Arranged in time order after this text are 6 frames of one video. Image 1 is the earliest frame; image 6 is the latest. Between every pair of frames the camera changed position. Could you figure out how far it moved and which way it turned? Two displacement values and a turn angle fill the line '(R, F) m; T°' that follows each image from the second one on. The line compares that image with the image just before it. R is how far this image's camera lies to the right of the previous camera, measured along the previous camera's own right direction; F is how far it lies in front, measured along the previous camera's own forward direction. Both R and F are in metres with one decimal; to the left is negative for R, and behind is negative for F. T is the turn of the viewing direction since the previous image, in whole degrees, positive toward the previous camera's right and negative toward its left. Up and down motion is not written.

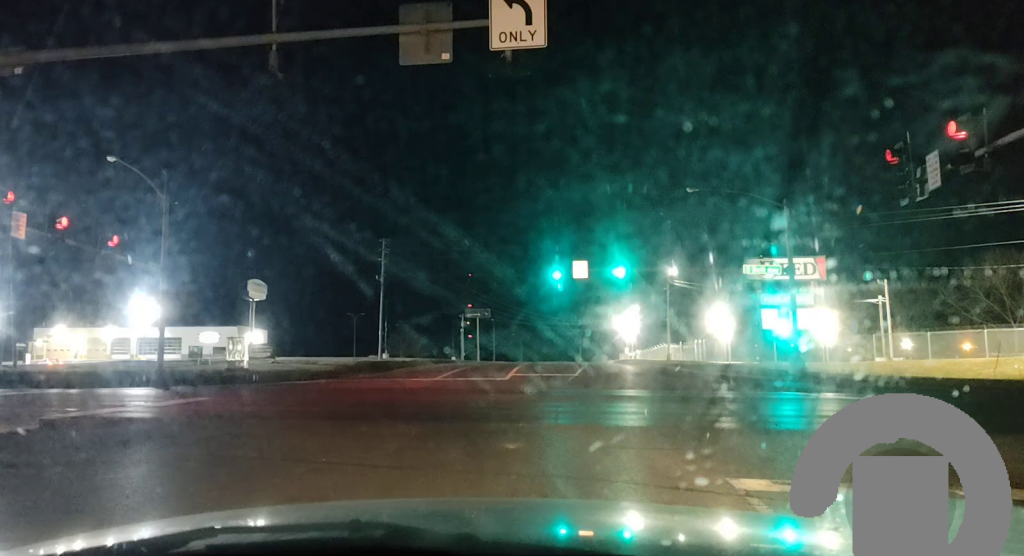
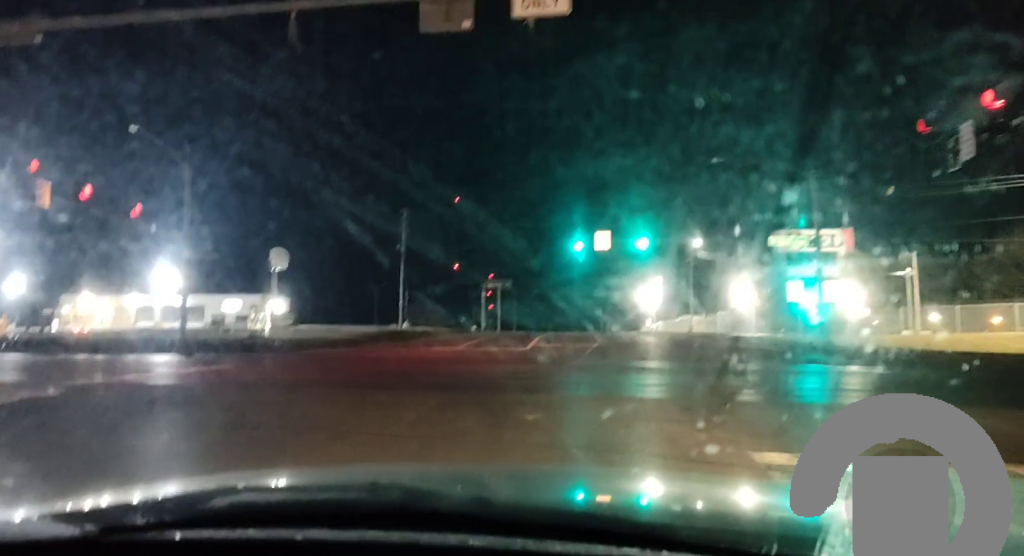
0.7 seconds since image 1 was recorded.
(+0.1, +0.5) m; 0°
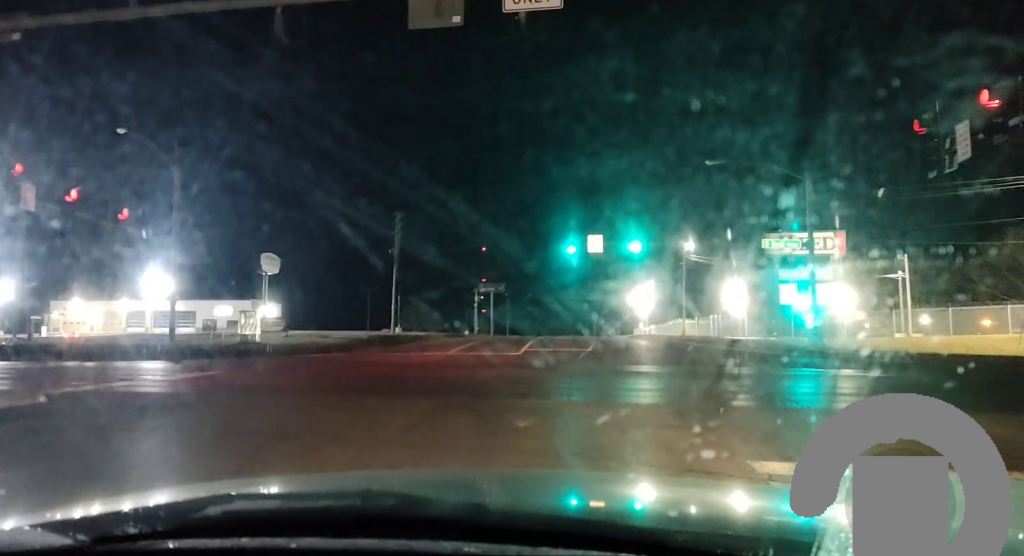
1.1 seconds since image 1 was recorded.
(+0.2, +0.5) m; +2°
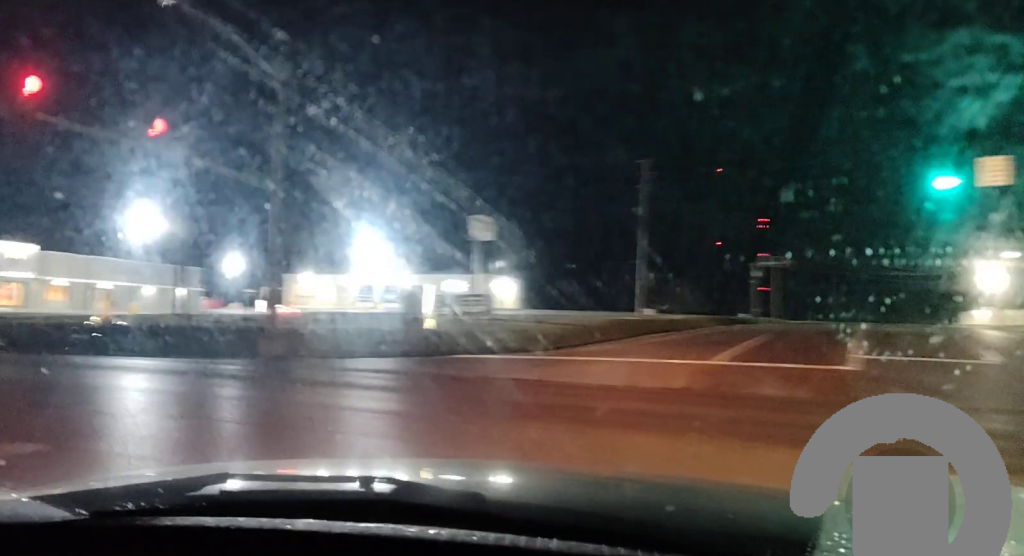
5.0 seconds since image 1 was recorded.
(-2.7, +13.8) m; -28°
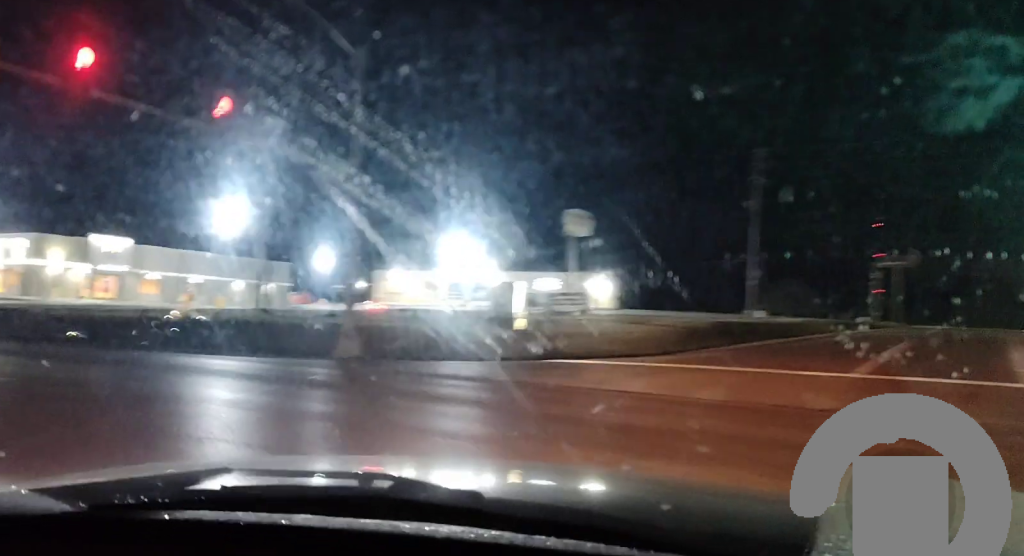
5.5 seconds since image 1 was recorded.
(-0.3, +2.5) m; -7°
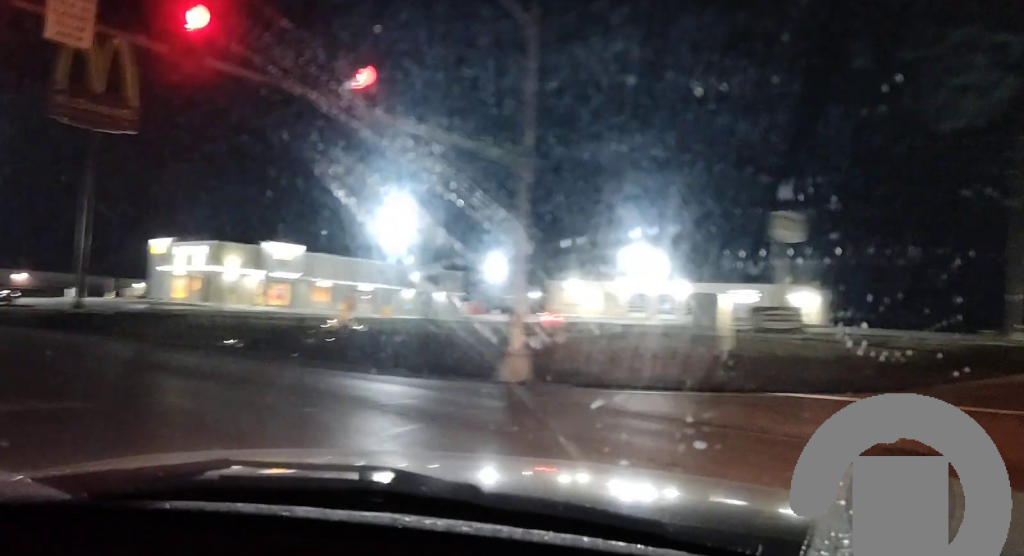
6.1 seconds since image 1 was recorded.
(-0.3, +3.8) m; -11°
